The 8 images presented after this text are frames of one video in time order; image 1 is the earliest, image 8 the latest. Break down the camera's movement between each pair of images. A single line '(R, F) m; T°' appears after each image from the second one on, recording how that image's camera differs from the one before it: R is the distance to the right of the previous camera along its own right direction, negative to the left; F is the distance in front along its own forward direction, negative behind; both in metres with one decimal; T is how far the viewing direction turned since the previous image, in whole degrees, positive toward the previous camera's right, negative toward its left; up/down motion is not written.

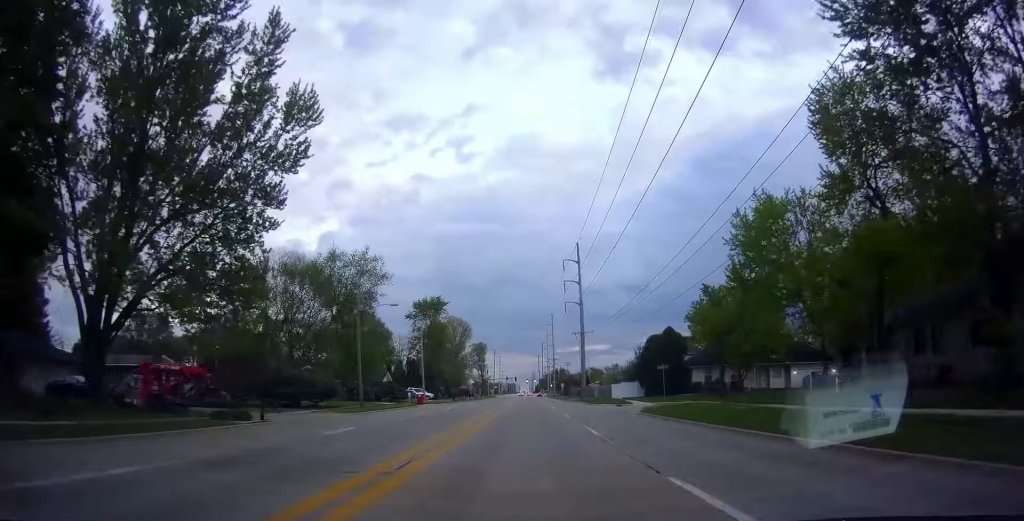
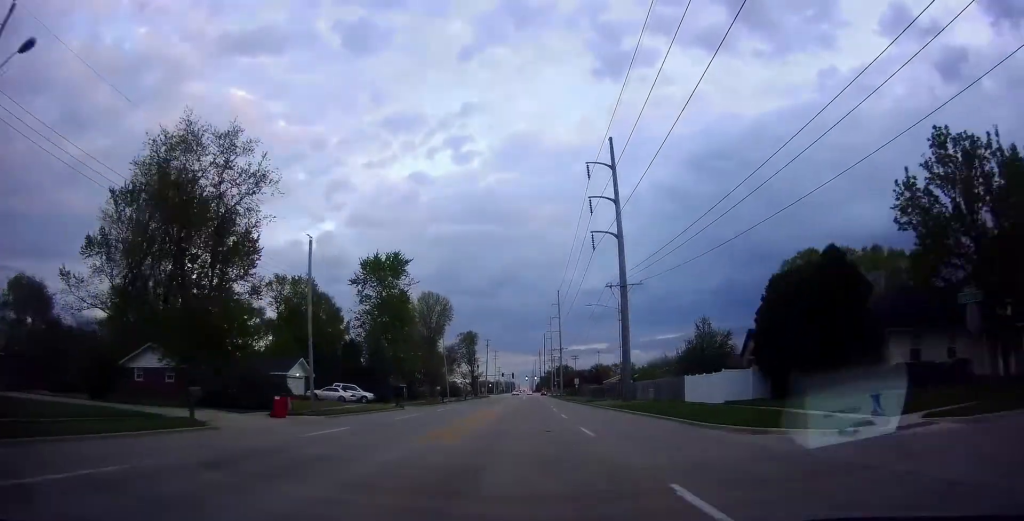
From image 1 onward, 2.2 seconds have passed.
(+0.1, +37.7) m; +1°
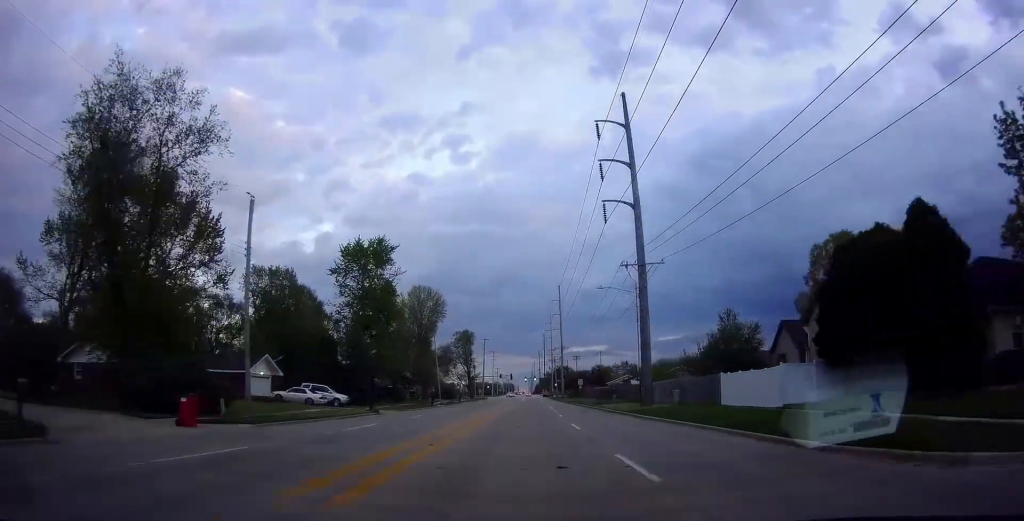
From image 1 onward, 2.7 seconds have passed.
(+0.2, +7.9) m; -1°
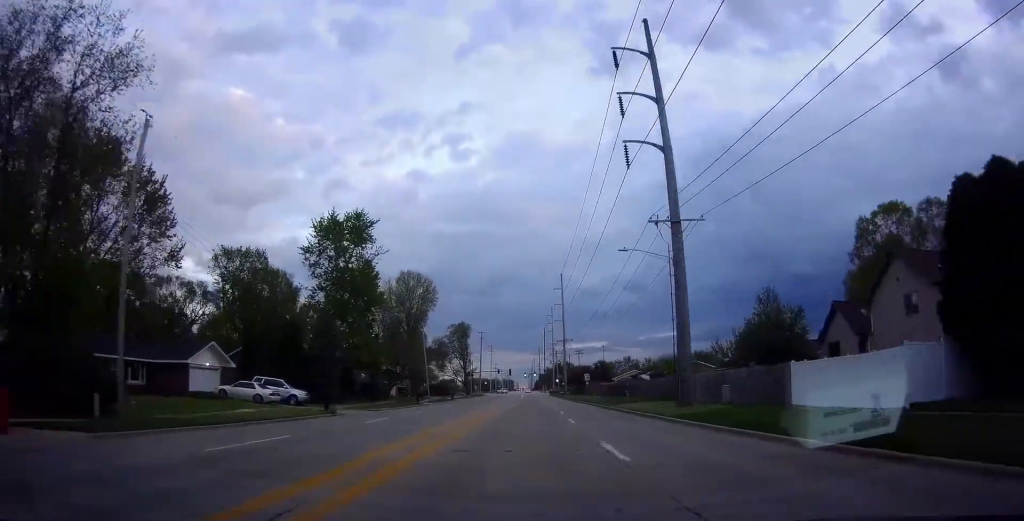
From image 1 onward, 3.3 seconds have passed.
(+0.1, +10.1) m; -1°
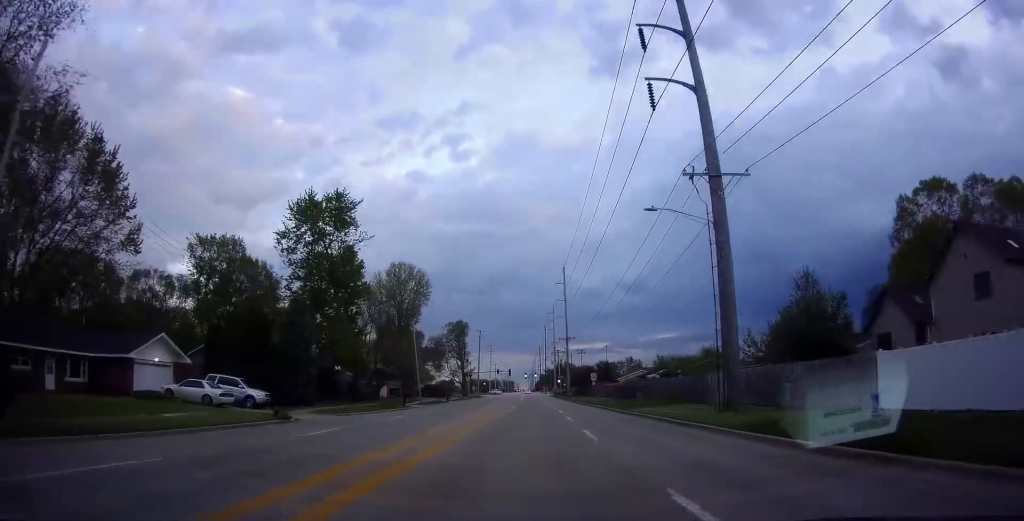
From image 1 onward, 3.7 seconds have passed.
(-0.3, +6.7) m; -1°
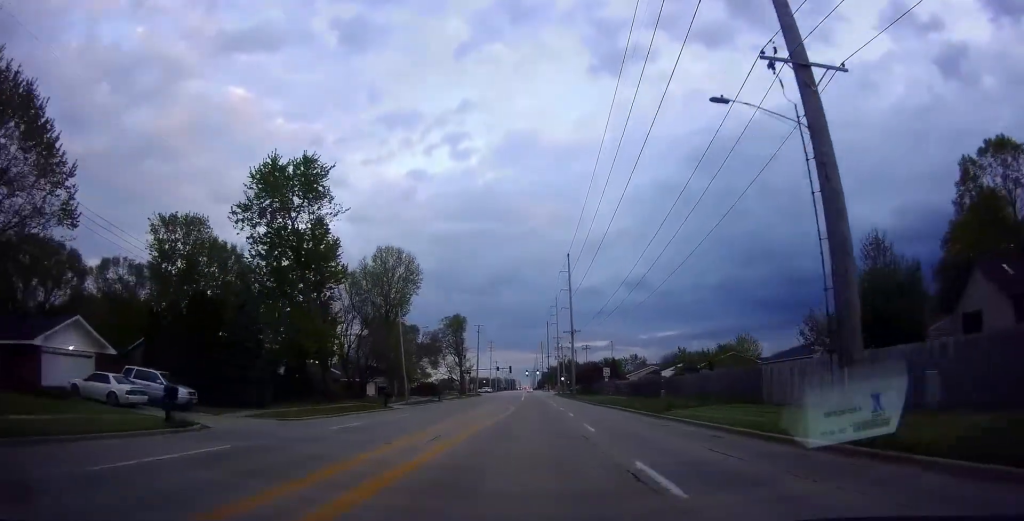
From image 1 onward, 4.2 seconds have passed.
(-0.2, +9.6) m; 0°
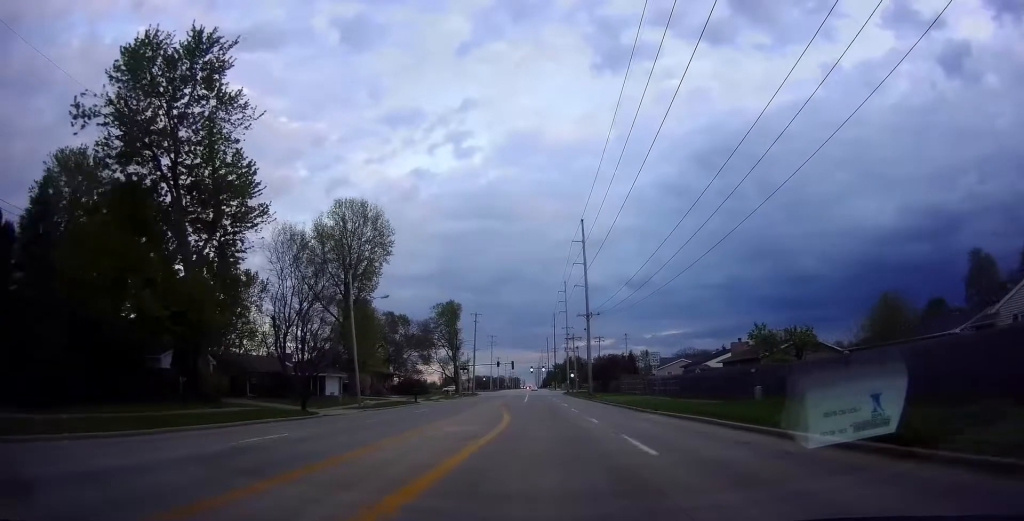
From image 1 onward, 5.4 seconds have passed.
(+0.4, +20.0) m; +1°
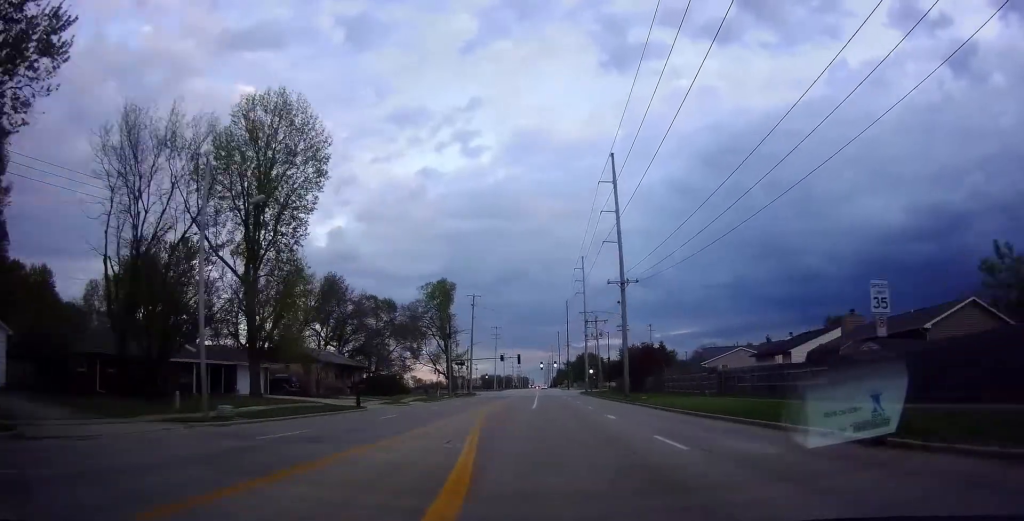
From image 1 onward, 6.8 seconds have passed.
(0.0, +23.7) m; -2°
